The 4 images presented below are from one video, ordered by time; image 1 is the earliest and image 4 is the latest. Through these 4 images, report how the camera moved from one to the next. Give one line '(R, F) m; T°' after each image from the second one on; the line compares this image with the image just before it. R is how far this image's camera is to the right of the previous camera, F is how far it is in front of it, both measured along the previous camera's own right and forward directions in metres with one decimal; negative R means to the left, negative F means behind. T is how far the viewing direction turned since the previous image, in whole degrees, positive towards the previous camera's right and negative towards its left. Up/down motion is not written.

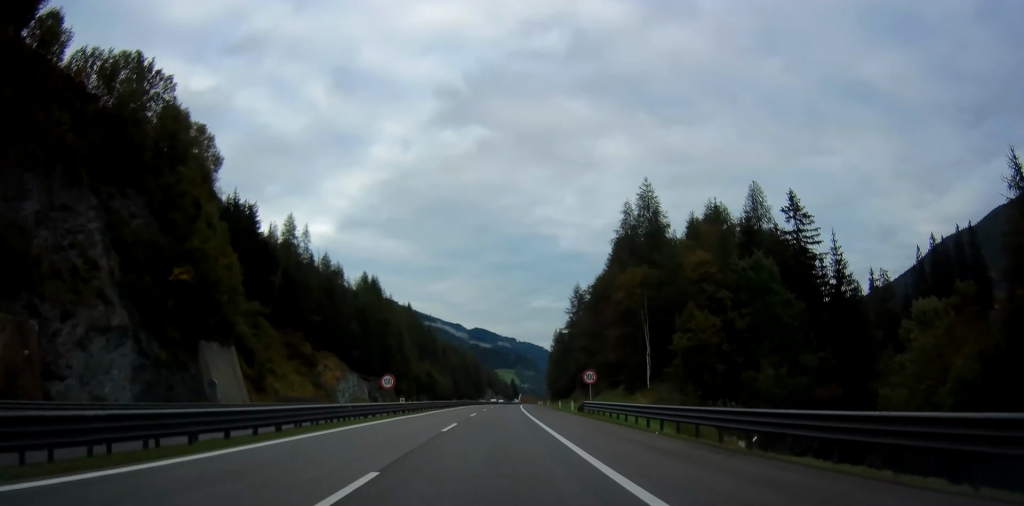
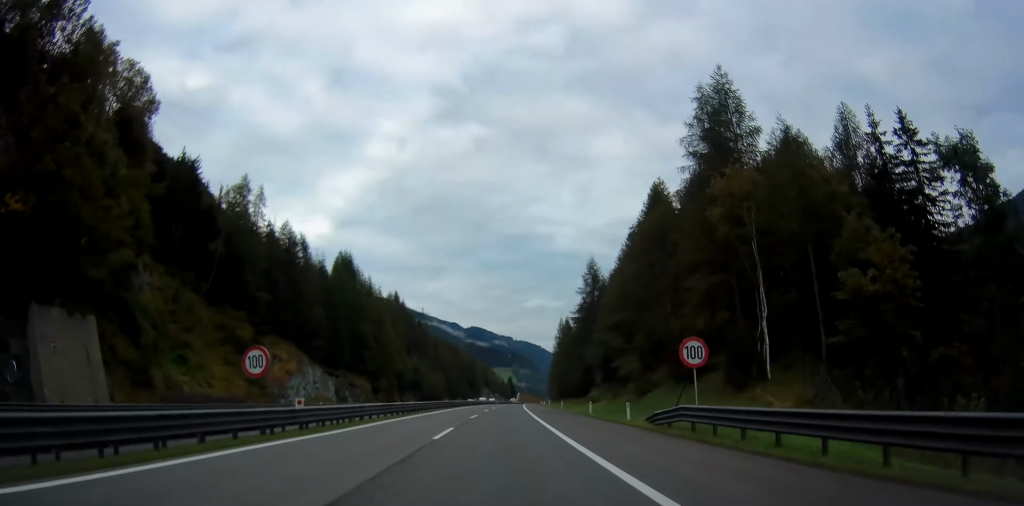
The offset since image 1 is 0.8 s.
(+0.1, +20.8) m; 0°
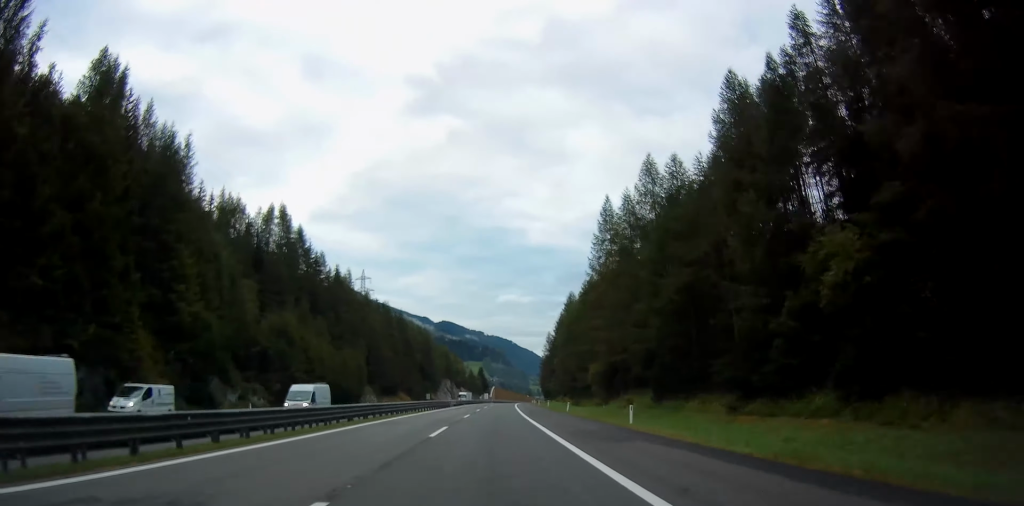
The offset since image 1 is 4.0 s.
(+2.0, +88.7) m; +3°
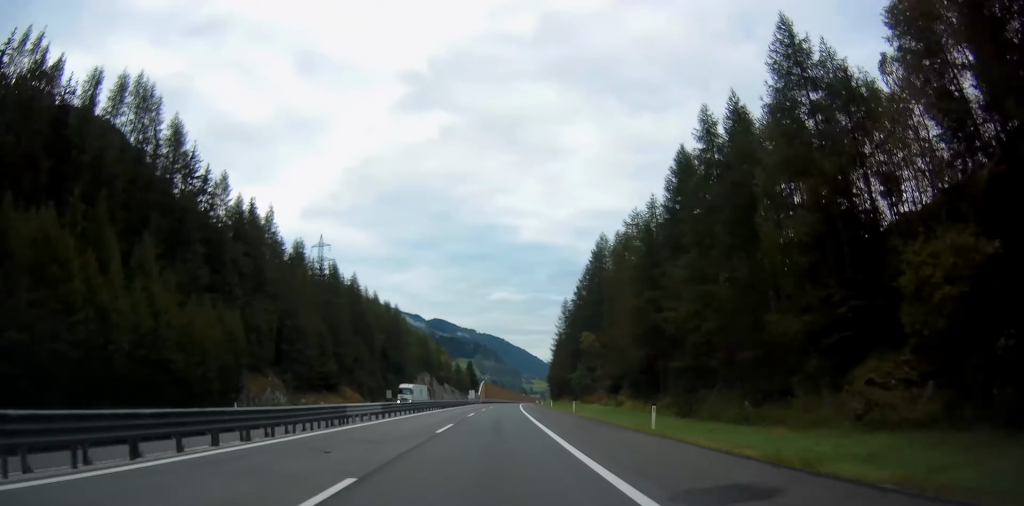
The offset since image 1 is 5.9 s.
(+0.3, +51.5) m; +1°
